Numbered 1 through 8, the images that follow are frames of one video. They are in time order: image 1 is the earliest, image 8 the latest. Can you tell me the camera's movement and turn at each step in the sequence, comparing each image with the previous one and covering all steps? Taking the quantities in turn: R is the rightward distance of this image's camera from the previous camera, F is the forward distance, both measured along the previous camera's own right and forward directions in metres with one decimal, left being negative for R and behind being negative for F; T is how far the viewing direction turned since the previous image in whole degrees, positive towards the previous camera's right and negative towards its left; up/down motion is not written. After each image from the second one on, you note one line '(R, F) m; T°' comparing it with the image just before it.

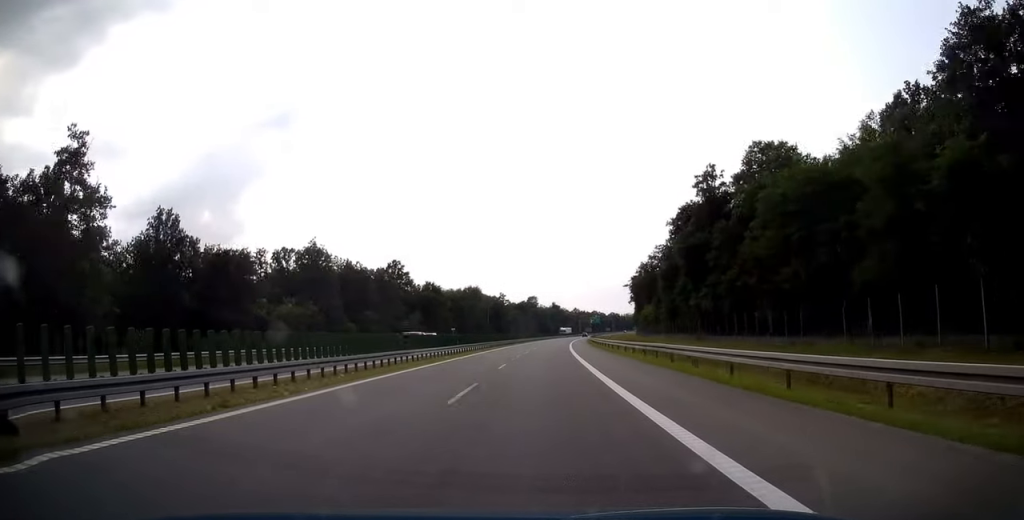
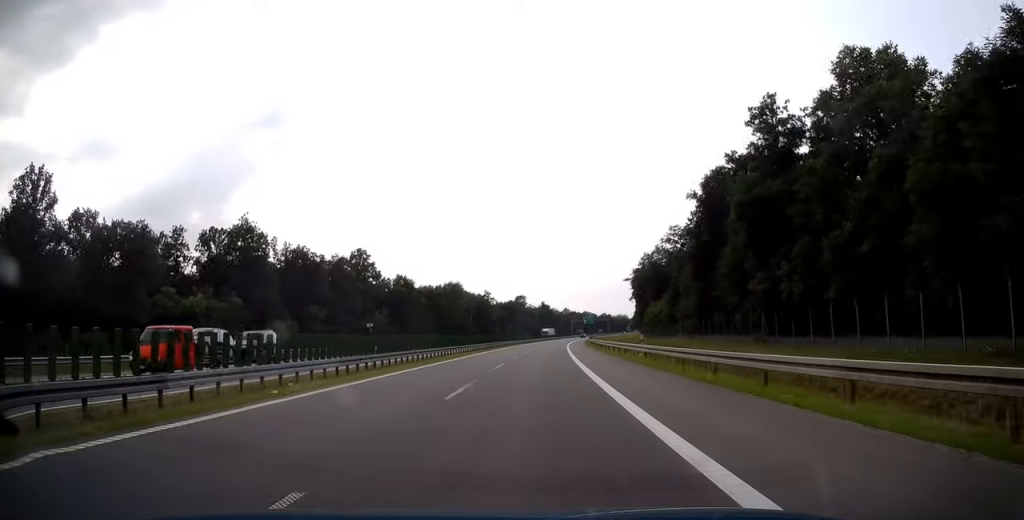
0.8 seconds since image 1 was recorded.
(+0.4, +22.9) m; +1°
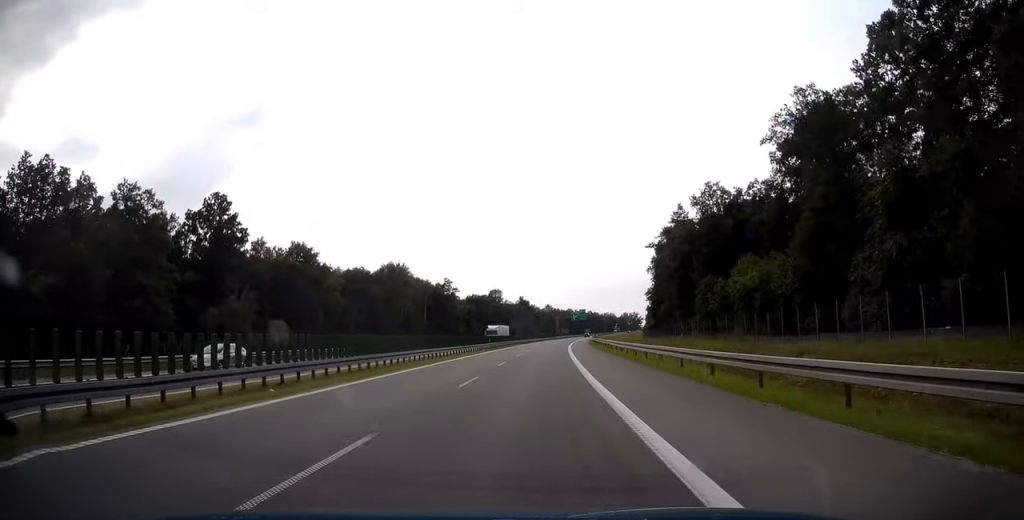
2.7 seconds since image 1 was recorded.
(+1.6, +56.5) m; +3°
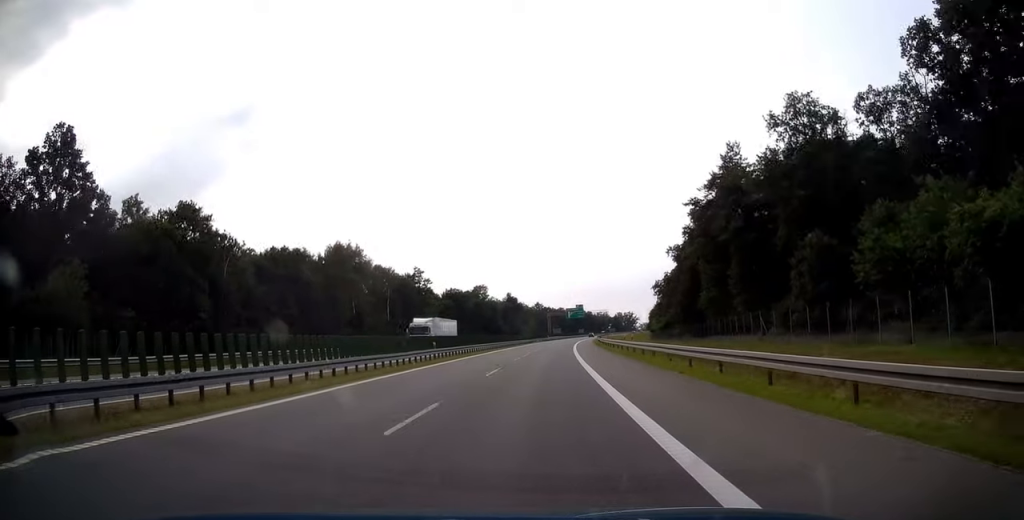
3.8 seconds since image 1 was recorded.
(-0.1, +31.8) m; 0°
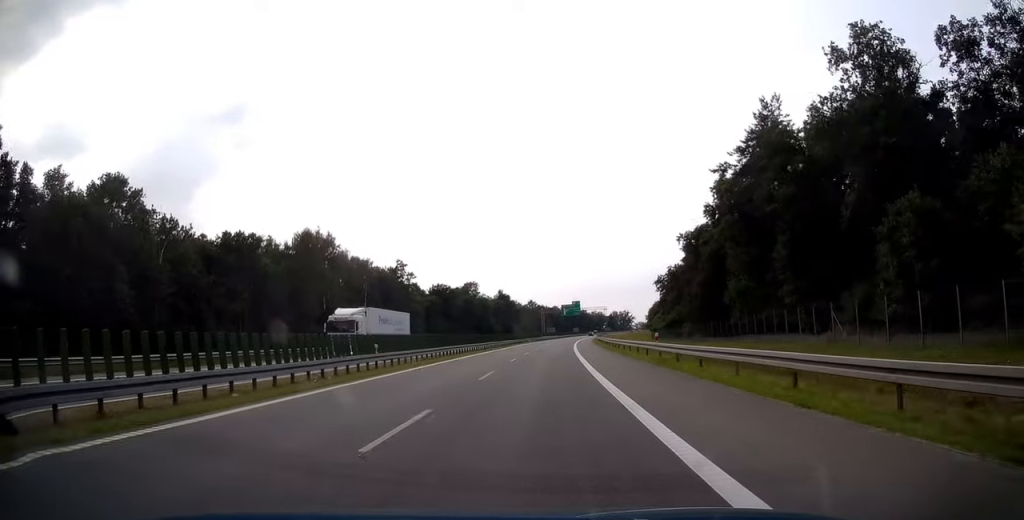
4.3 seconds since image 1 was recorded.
(0.0, +13.2) m; 0°
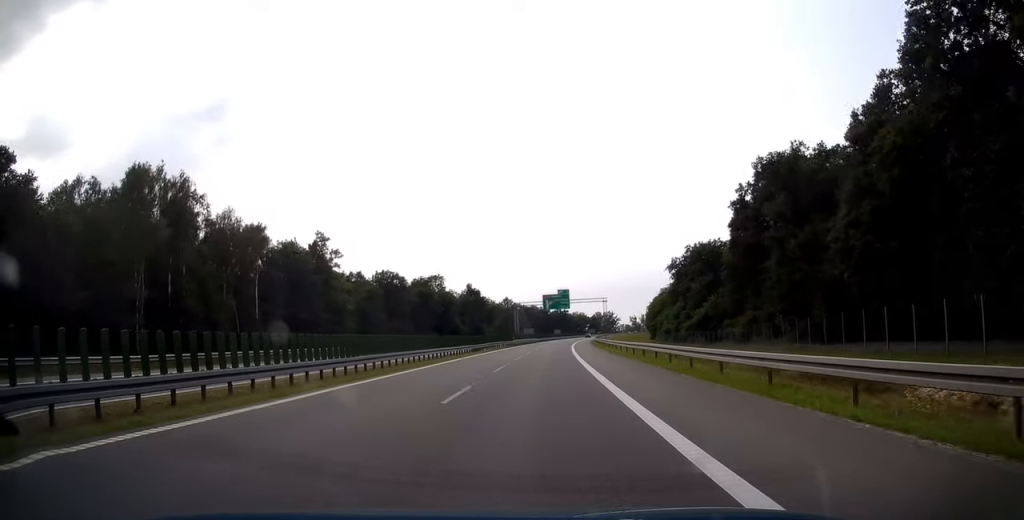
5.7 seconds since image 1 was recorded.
(+1.0, +42.5) m; +3°
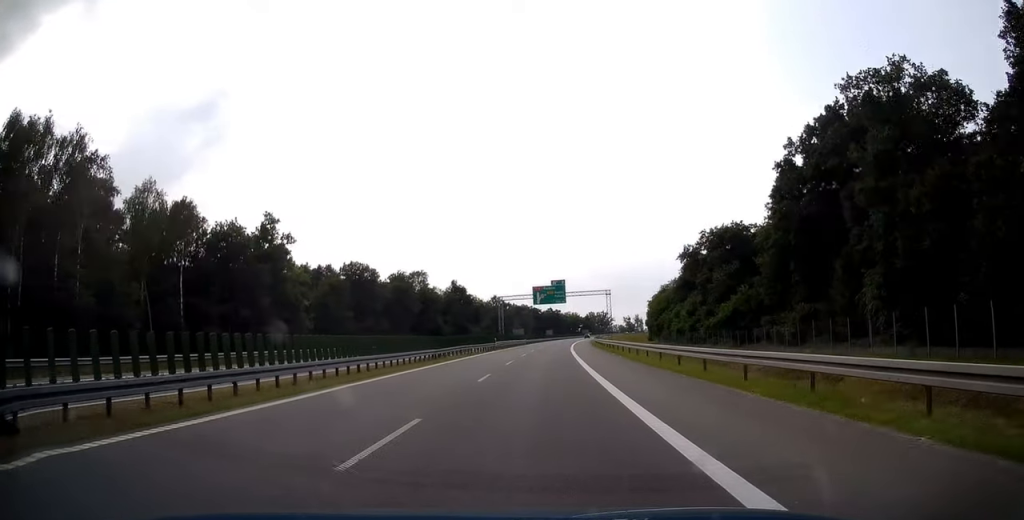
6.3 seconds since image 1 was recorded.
(+0.2, +18.1) m; +1°
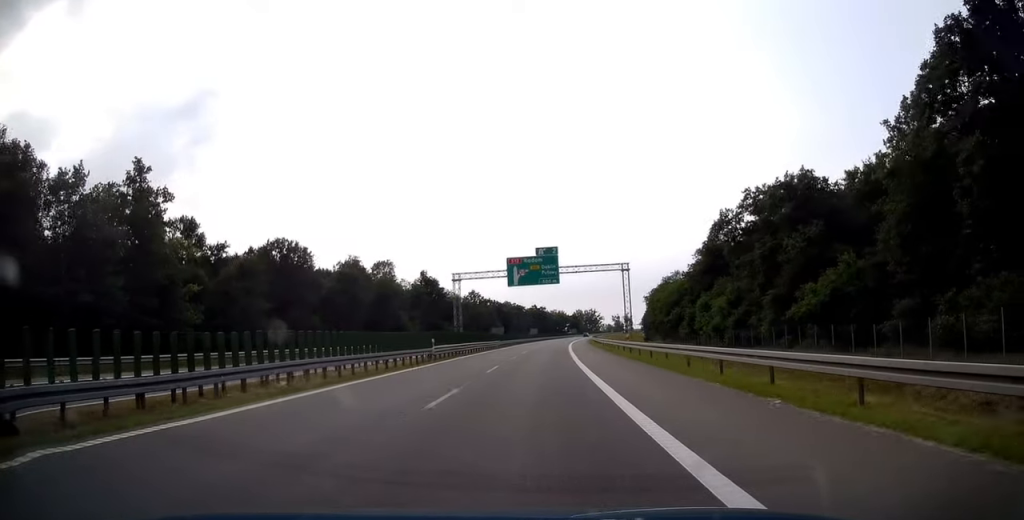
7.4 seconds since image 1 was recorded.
(+0.3, +30.3) m; +1°
